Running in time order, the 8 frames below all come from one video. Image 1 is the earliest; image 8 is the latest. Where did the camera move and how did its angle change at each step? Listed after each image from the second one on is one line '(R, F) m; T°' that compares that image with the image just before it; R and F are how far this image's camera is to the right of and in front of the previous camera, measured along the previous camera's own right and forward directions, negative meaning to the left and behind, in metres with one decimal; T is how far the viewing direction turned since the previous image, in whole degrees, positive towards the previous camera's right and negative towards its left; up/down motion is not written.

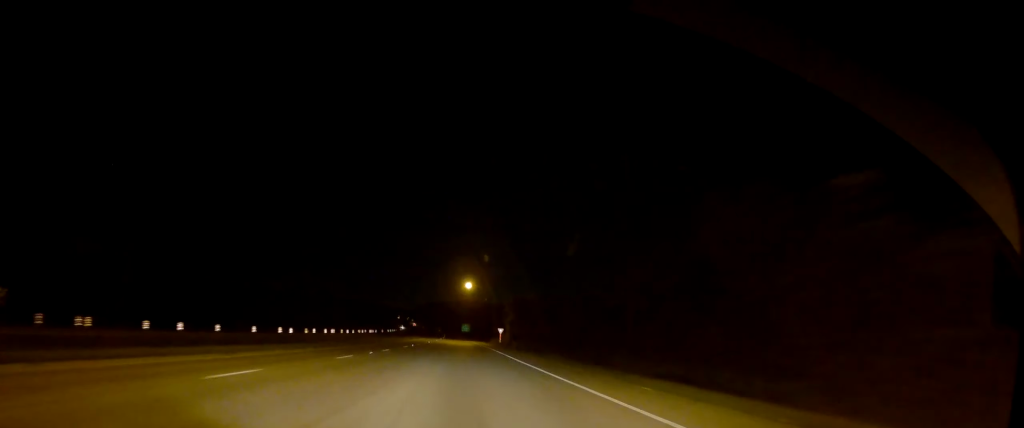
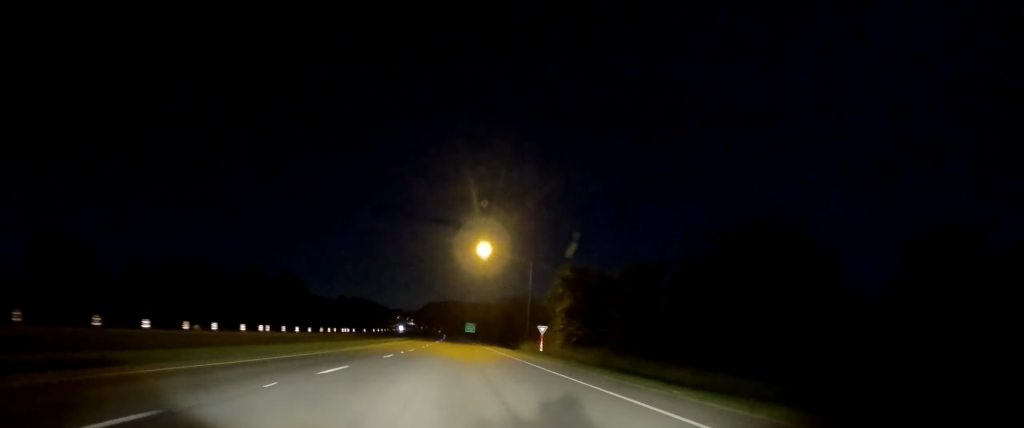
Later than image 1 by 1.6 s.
(-0.9, +45.7) m; -1°
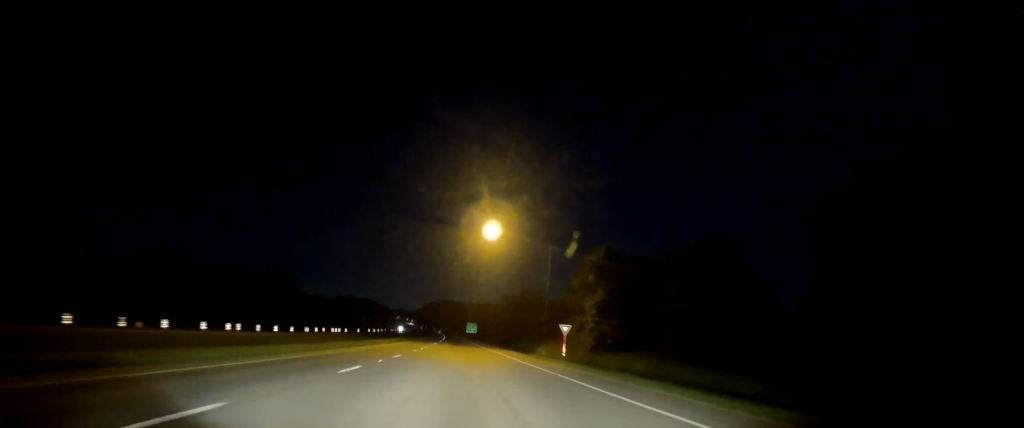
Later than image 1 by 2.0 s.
(0.0, +11.3) m; 0°
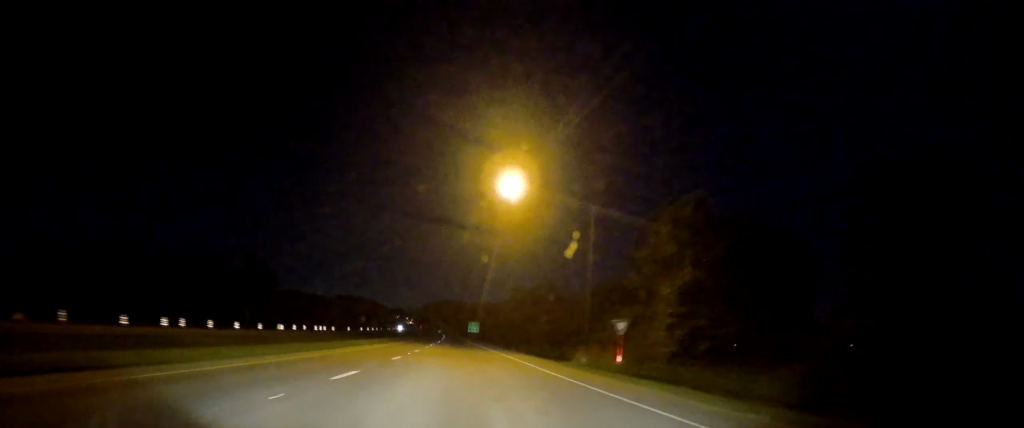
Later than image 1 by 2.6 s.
(+0.5, +15.0) m; 0°
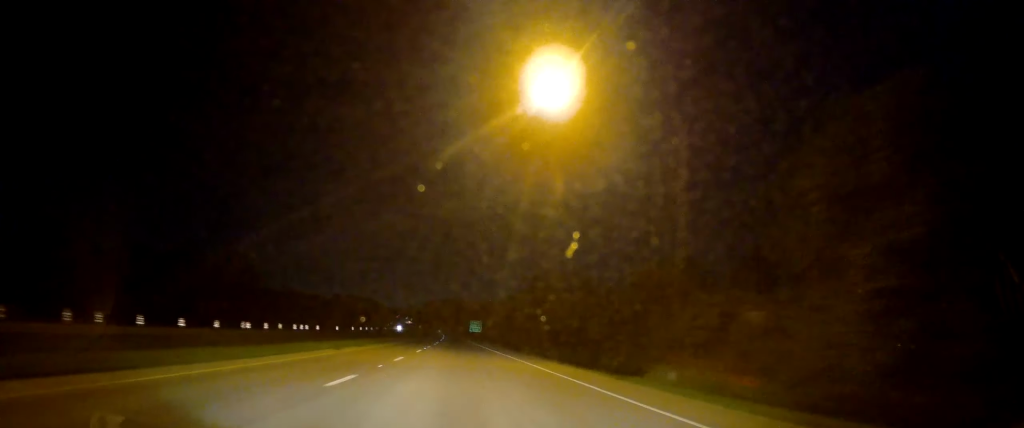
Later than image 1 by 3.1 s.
(+0.1, +14.2) m; 0°
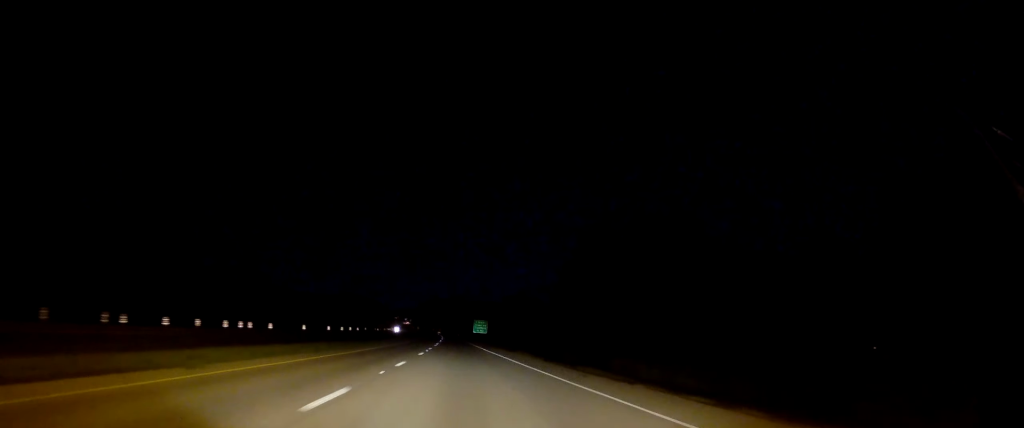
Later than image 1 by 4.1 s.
(-0.4, +28.5) m; 0°
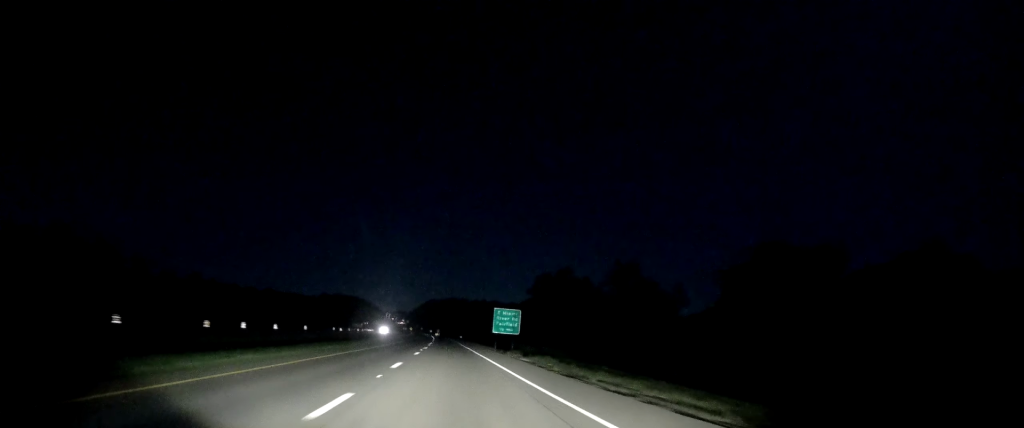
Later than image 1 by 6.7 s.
(-0.6, +75.3) m; -1°
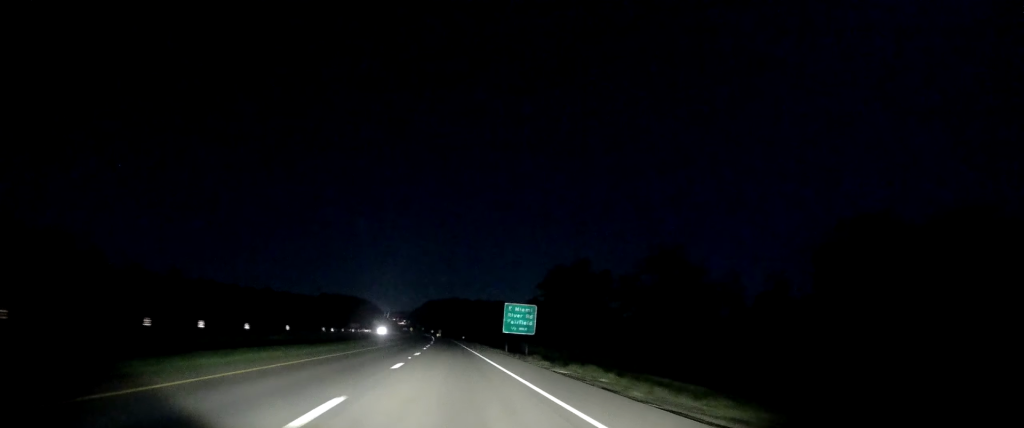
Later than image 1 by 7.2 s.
(+0.1, +13.0) m; 0°
